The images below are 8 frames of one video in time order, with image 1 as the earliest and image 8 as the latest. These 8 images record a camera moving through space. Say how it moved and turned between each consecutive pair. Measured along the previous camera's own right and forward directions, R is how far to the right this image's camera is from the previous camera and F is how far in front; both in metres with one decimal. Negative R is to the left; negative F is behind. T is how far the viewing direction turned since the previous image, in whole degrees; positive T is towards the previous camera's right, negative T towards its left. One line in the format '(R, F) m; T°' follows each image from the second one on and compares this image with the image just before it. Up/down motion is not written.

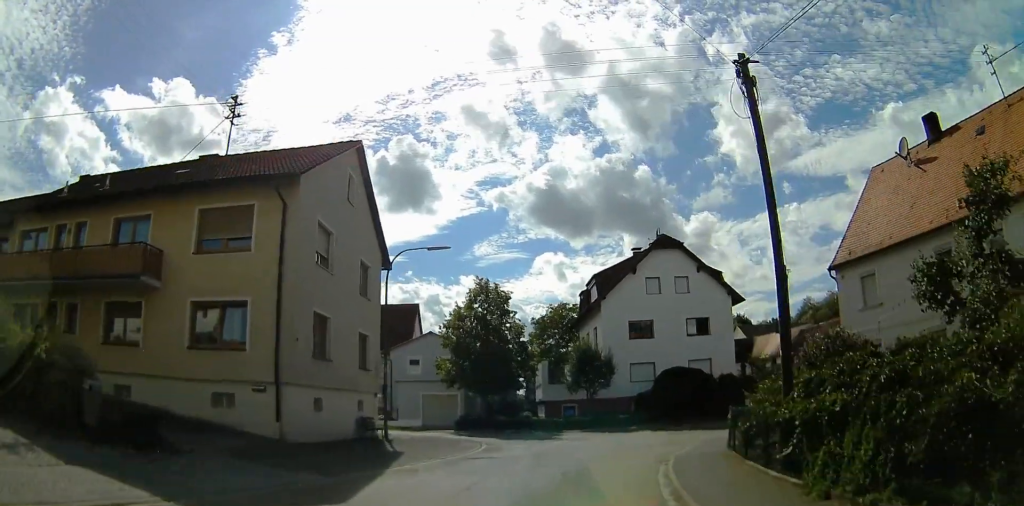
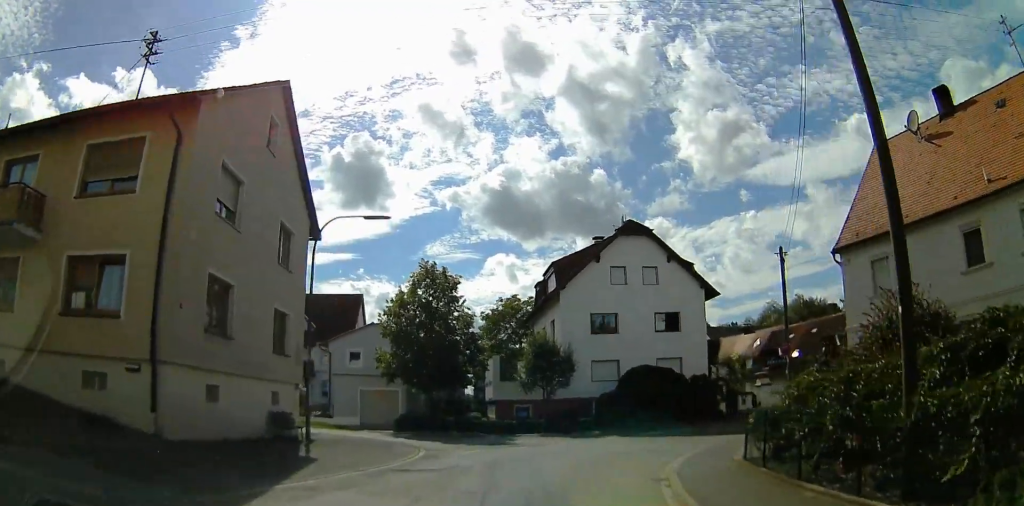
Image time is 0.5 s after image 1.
(+0.1, +4.4) m; +3°
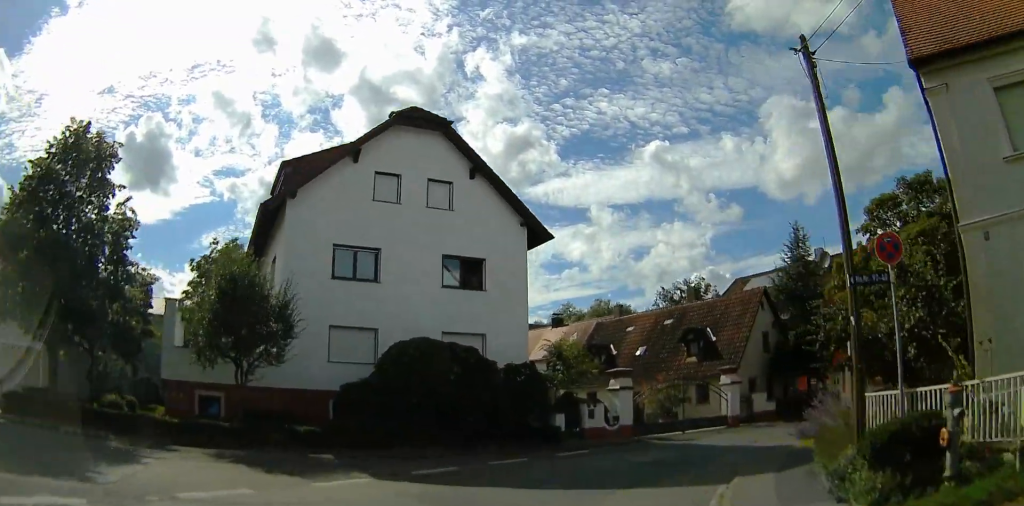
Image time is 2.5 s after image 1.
(+1.3, +16.4) m; +6°
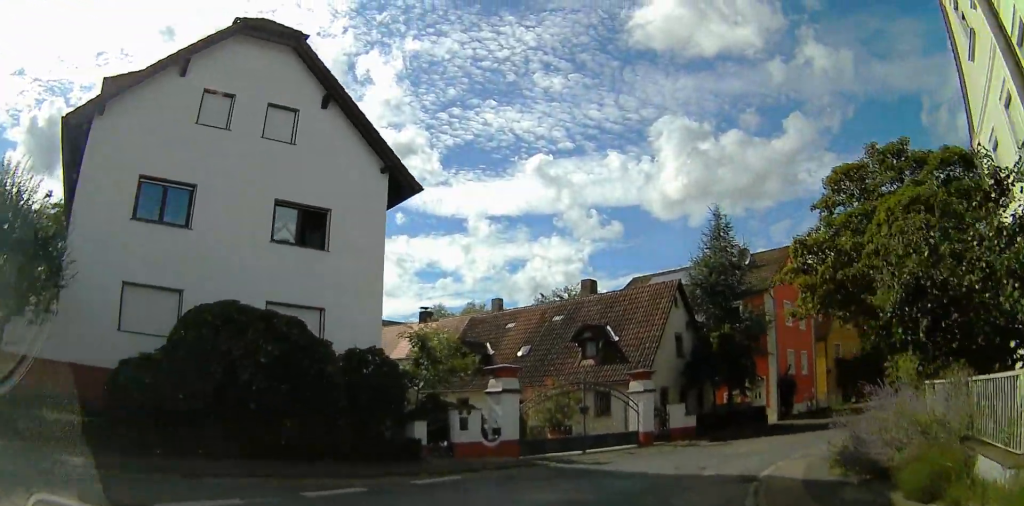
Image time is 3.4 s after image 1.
(0.0, +6.2) m; +5°
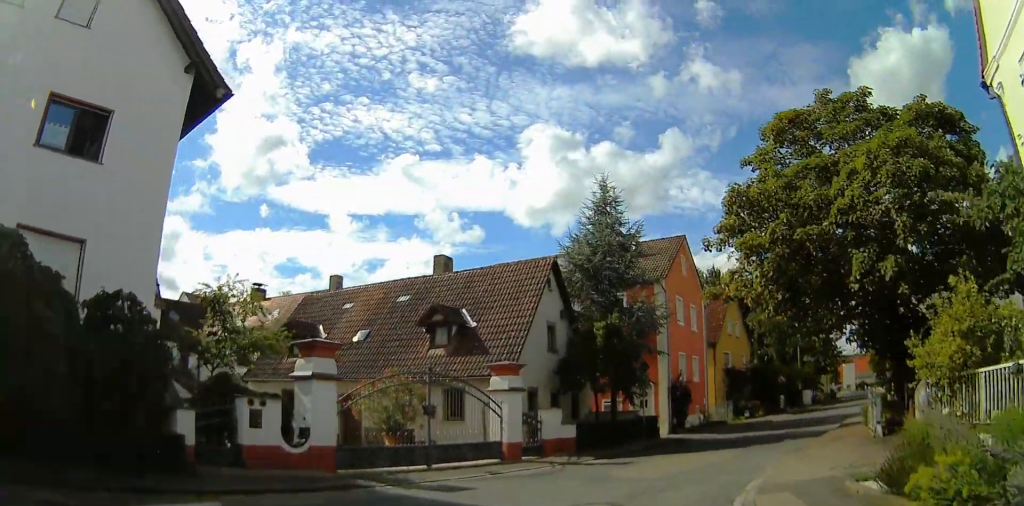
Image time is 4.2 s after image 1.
(0.0, +5.8) m; +22°
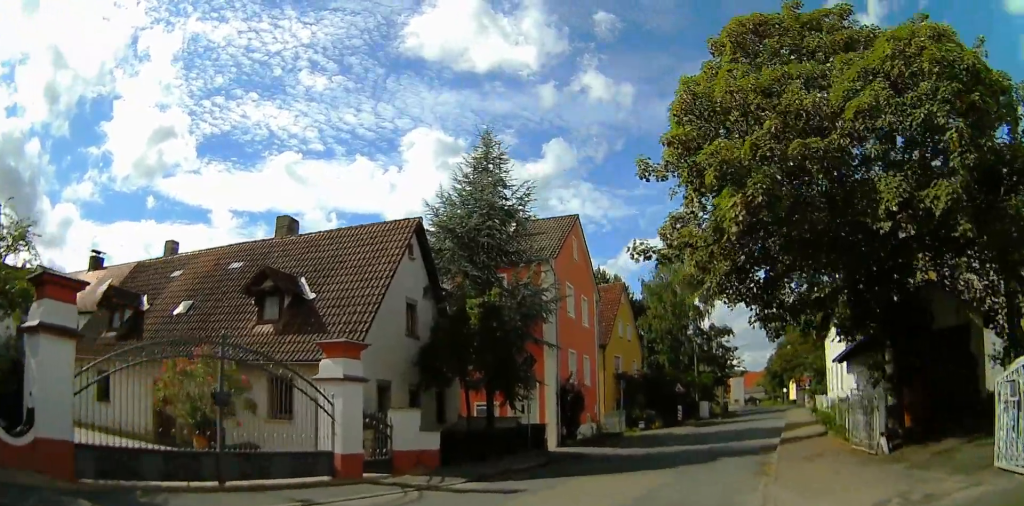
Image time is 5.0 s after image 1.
(+1.9, +4.9) m; +19°
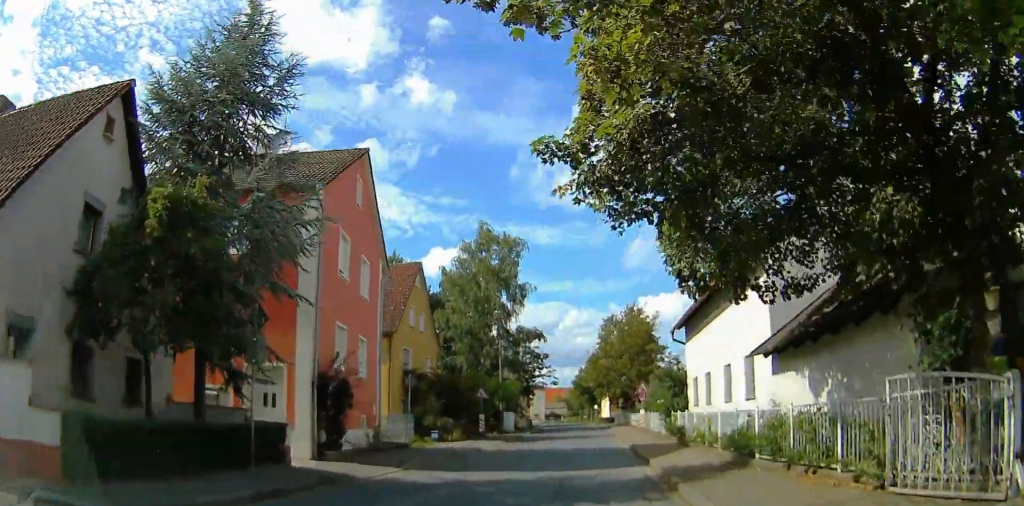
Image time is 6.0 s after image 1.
(+1.0, +7.2) m; +17°
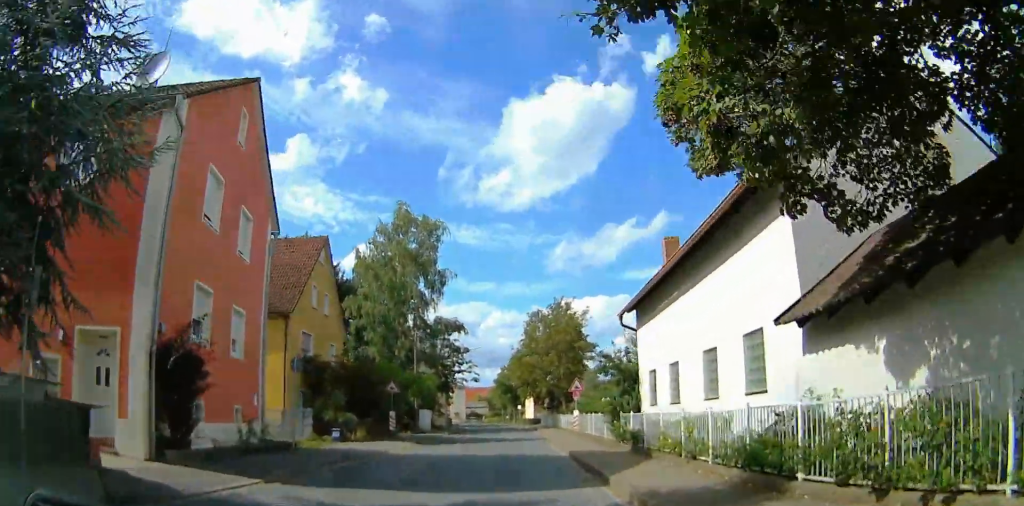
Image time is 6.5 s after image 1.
(+0.2, +4.2) m; +7°
